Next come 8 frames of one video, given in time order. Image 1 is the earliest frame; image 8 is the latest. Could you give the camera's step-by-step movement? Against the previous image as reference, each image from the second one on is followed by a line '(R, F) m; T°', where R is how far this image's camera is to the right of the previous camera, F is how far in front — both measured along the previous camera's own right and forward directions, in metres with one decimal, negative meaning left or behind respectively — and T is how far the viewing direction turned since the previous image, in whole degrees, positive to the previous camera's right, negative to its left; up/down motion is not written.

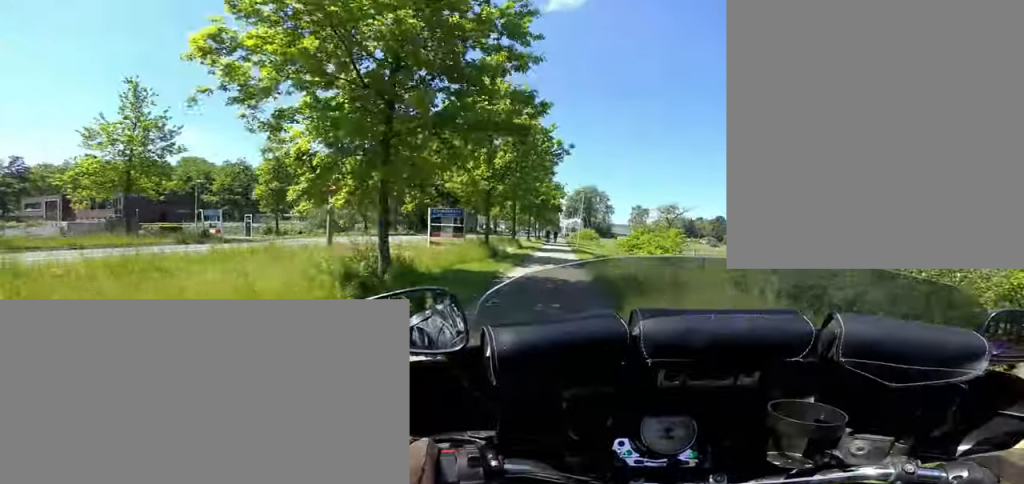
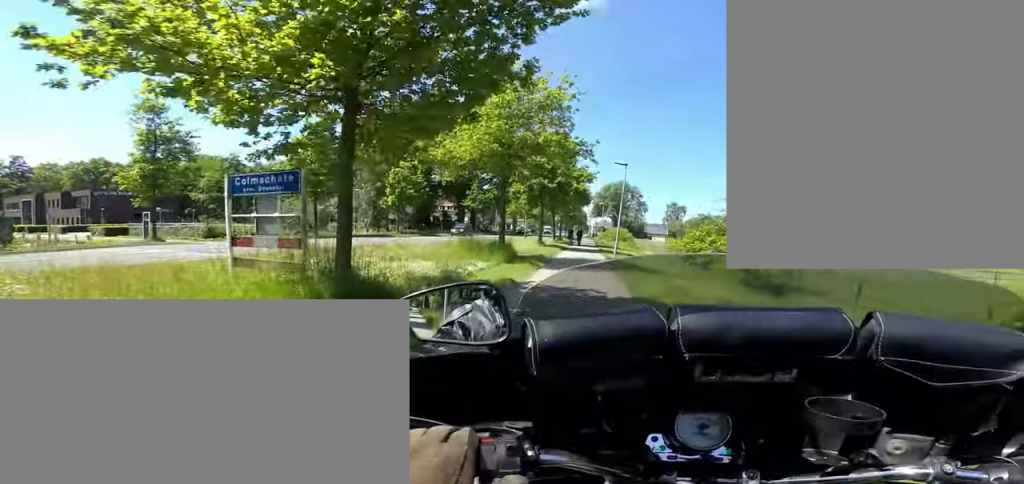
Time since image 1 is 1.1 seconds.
(+0.1, +11.0) m; +1°
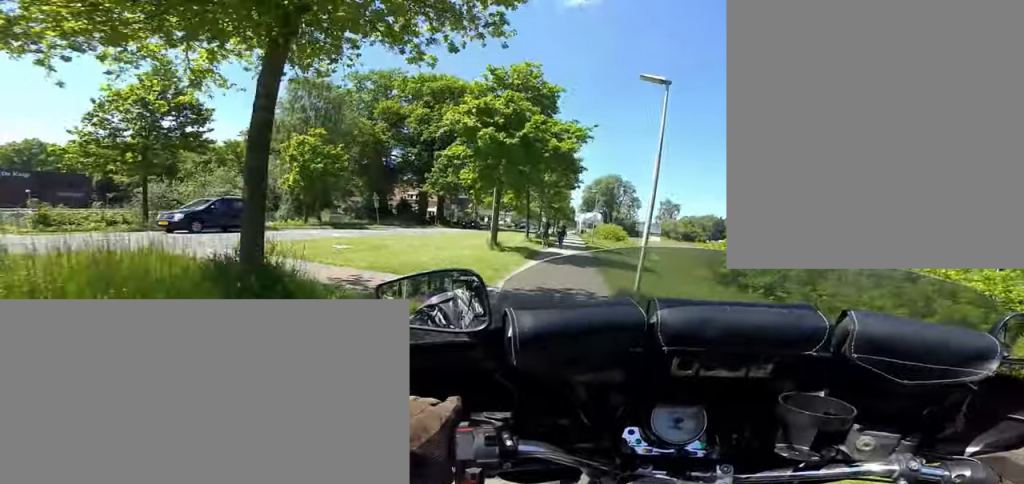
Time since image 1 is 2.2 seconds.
(+0.3, +10.6) m; -1°
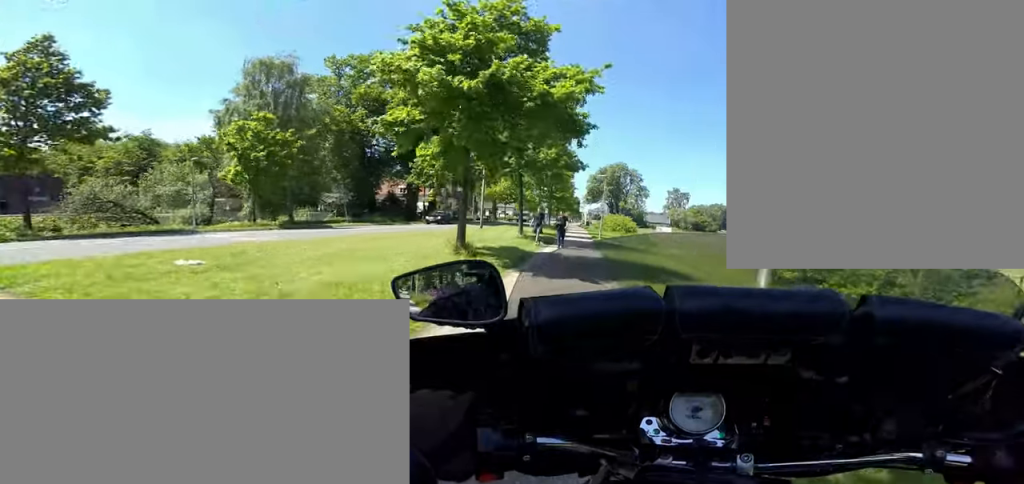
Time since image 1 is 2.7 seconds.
(+0.3, +4.7) m; -1°
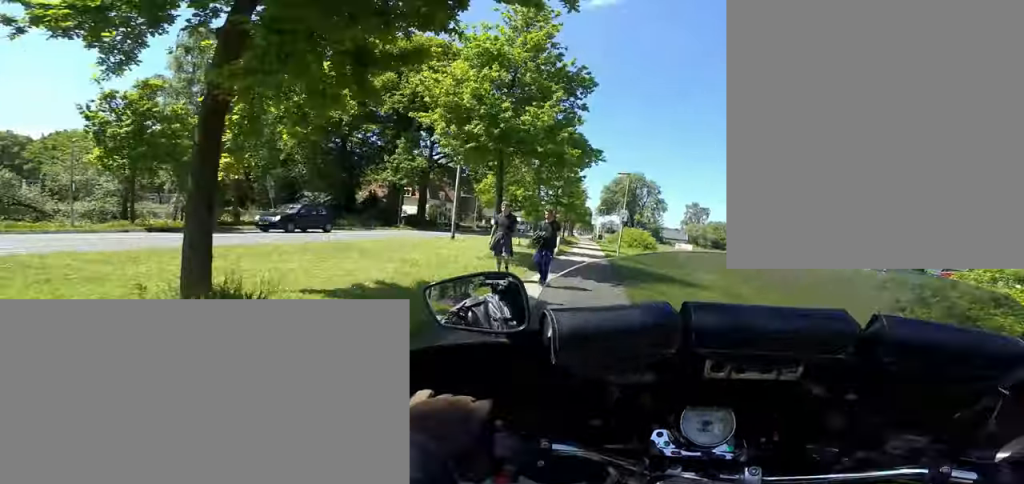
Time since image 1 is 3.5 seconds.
(-1.2, +7.0) m; 0°
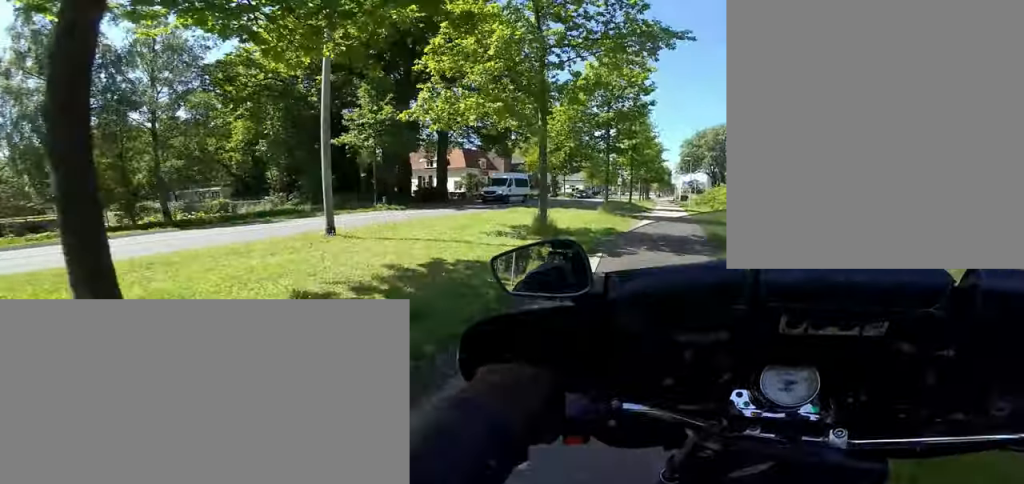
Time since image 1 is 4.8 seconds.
(+1.8, +10.9) m; +7°
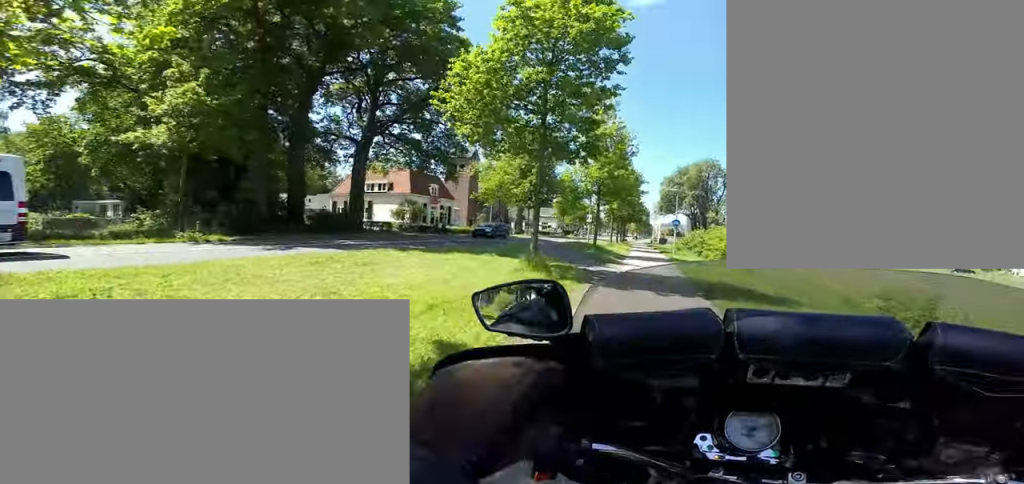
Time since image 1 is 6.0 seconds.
(-0.9, +8.4) m; -10°
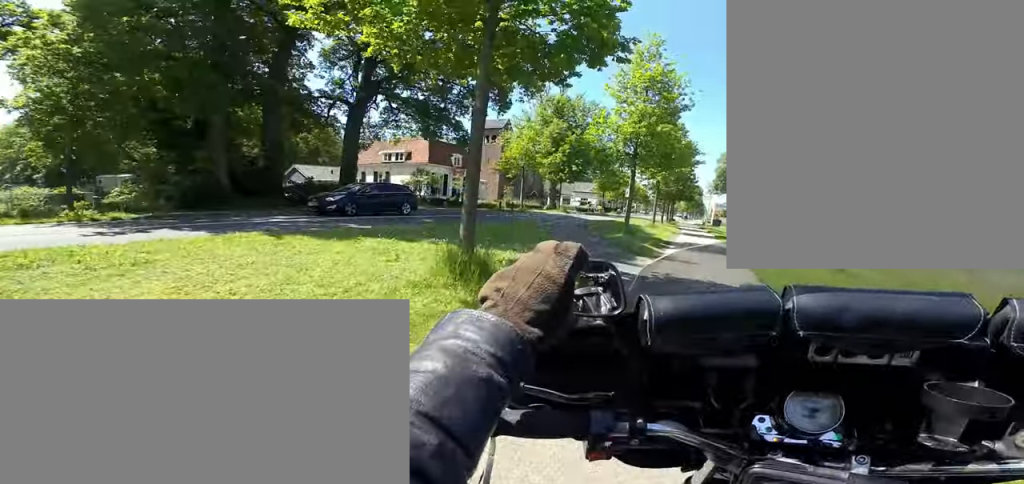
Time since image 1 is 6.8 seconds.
(-0.4, +4.8) m; -2°
